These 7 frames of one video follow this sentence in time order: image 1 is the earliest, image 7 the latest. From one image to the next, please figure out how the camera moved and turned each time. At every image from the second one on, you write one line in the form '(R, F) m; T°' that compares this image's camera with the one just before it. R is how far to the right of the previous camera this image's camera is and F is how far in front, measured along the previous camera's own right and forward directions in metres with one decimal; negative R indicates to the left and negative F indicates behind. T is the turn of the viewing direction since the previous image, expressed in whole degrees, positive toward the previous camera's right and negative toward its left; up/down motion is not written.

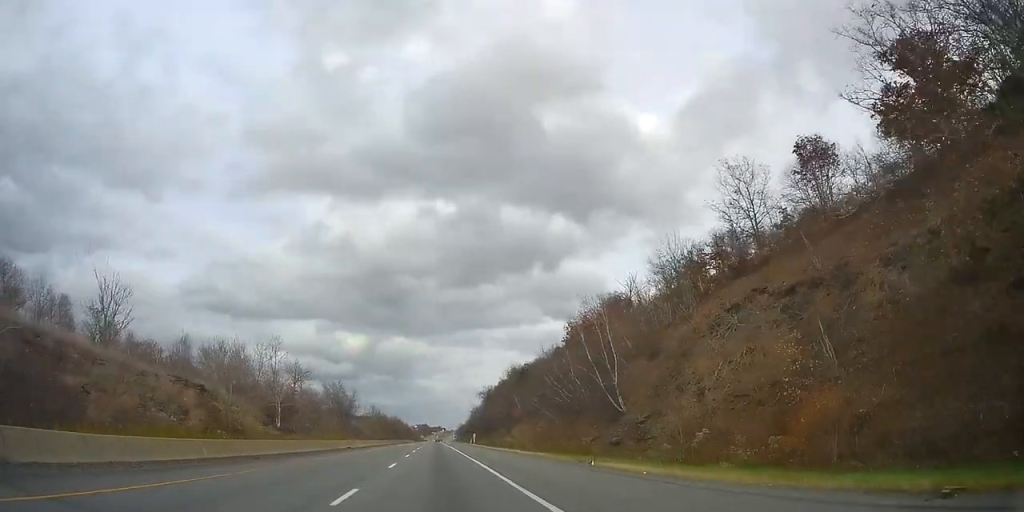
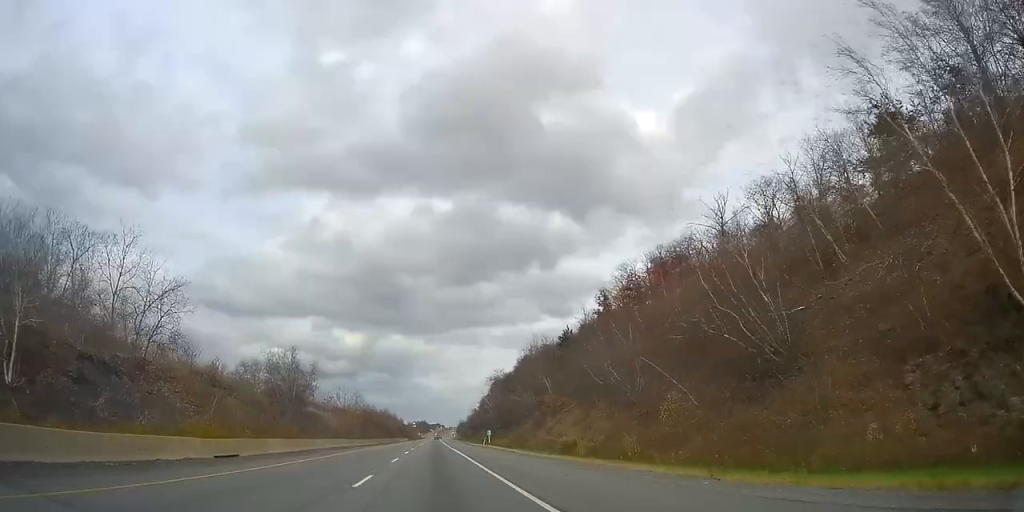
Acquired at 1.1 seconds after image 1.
(+0.3, +33.2) m; 0°
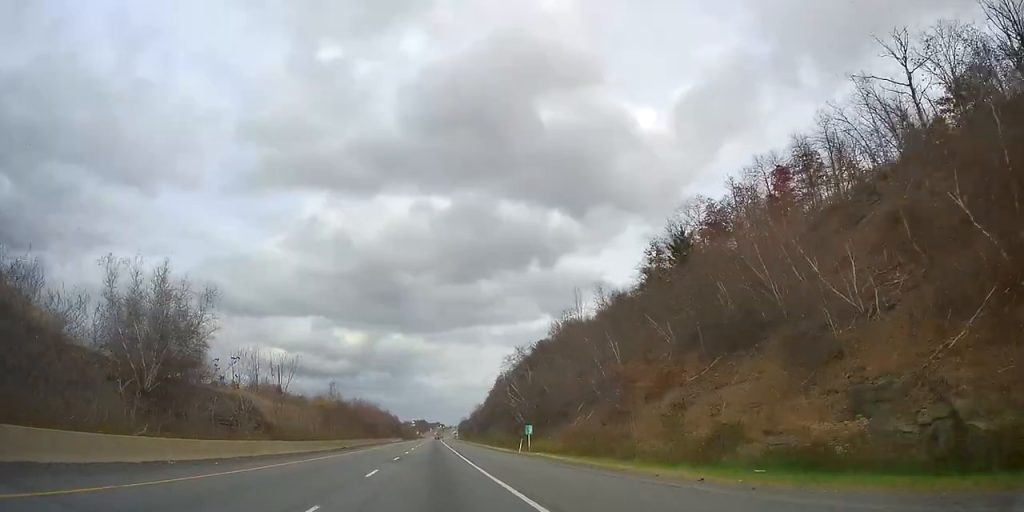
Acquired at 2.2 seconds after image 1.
(-0.3, +32.0) m; 0°
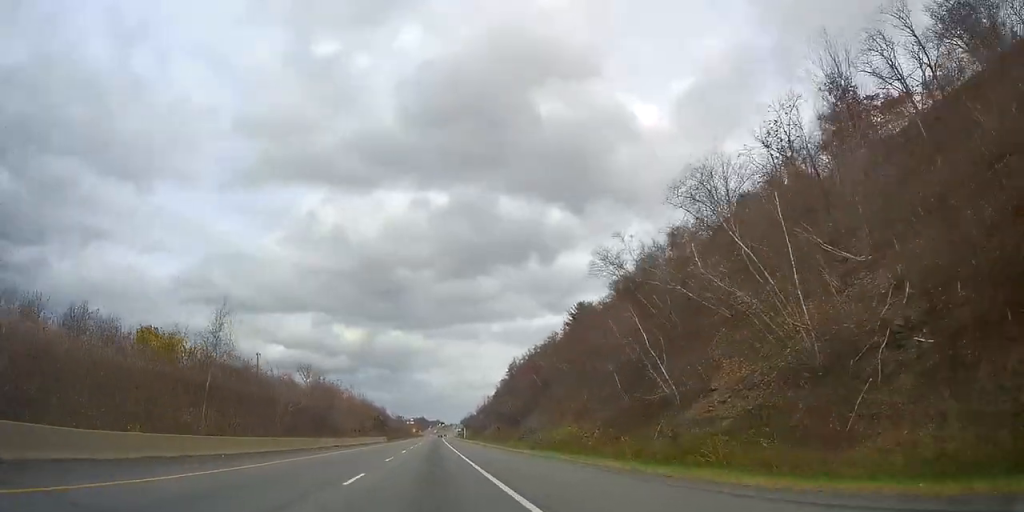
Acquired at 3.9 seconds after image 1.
(-0.5, +51.6) m; -1°
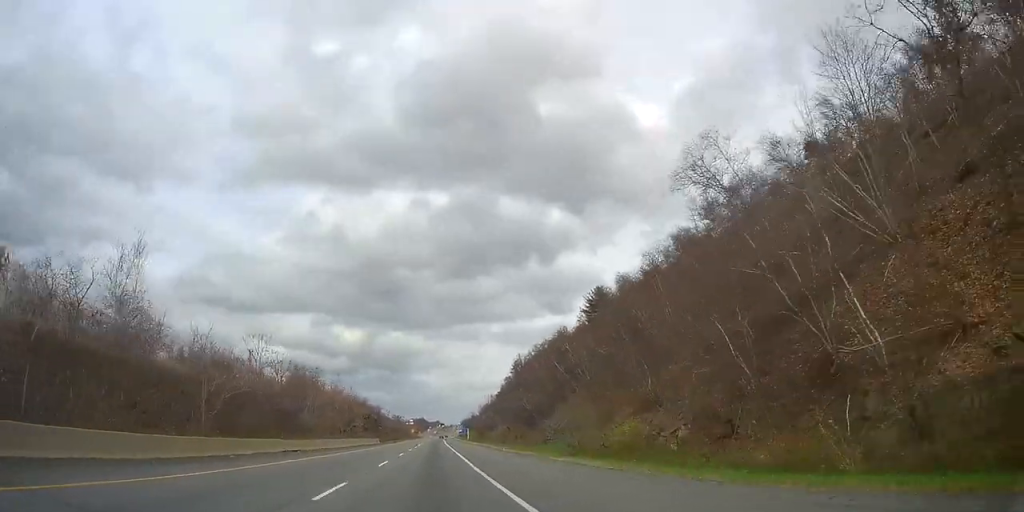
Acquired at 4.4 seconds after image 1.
(0.0, +15.4) m; 0°
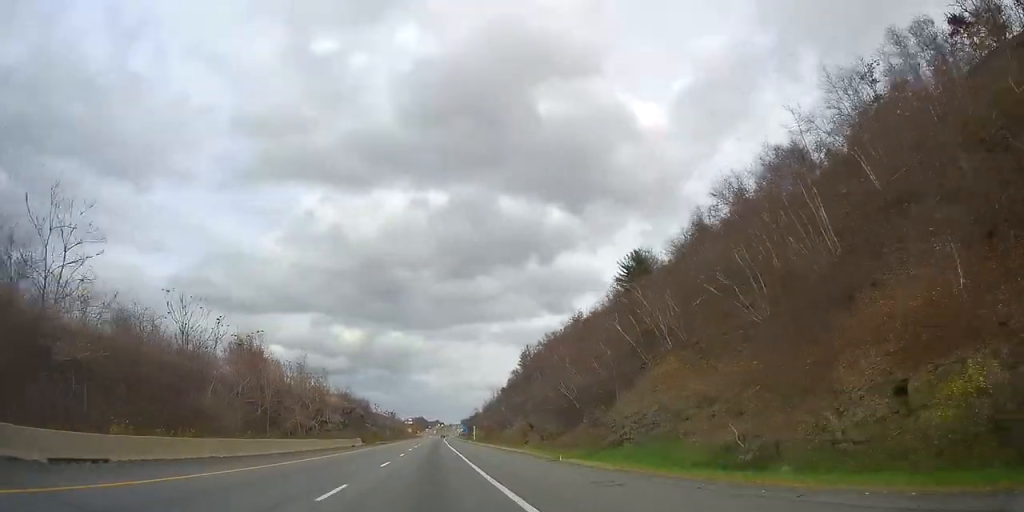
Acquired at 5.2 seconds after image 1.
(+0.2, +24.0) m; +1°
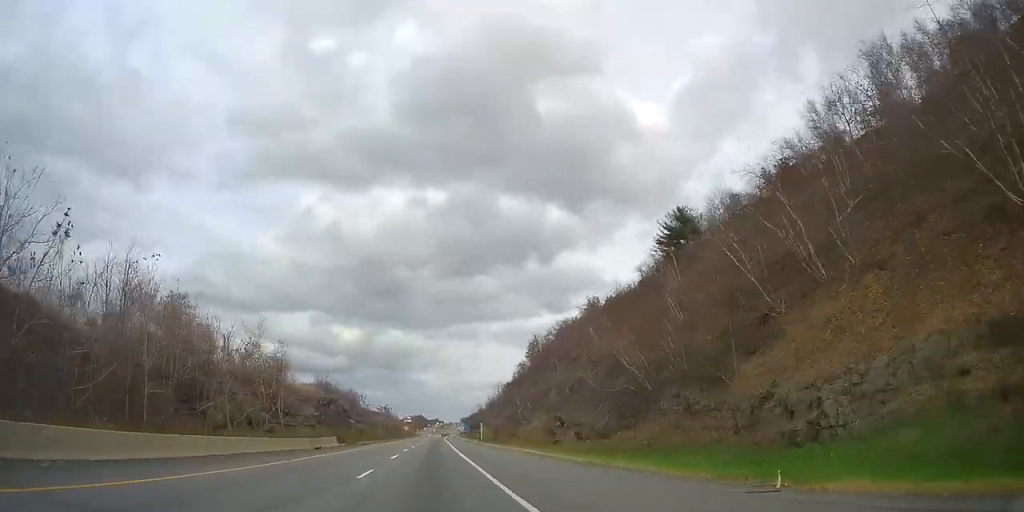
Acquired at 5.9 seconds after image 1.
(+0.1, +19.1) m; 0°
